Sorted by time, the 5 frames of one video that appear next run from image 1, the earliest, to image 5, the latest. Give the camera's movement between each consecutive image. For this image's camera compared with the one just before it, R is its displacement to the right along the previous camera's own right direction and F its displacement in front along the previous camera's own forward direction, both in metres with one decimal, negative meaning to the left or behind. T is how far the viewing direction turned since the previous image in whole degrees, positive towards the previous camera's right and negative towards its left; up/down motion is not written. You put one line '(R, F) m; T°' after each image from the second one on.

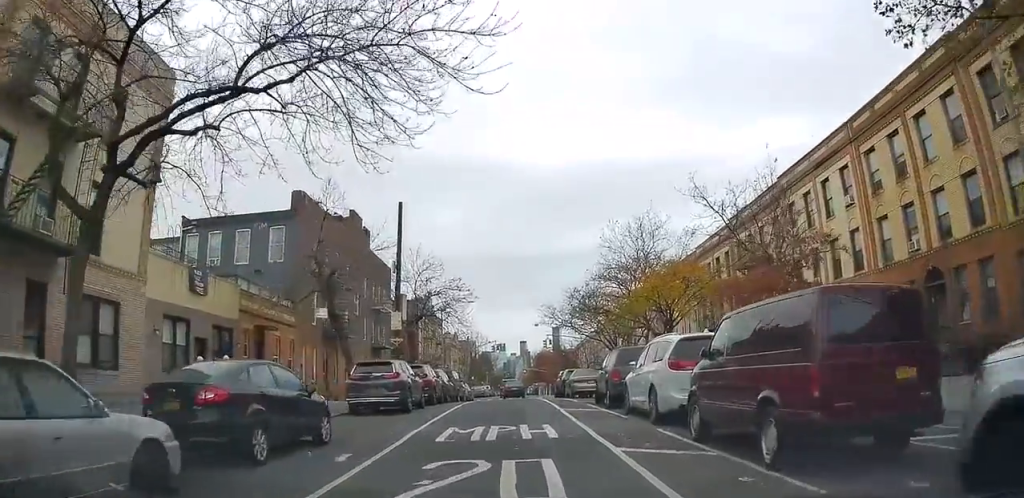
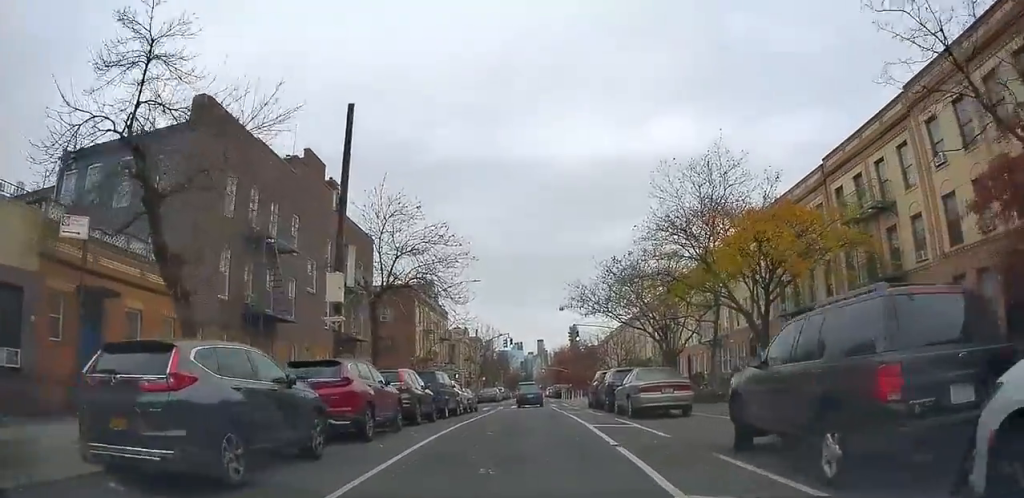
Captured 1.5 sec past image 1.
(-0.9, +11.8) m; -2°
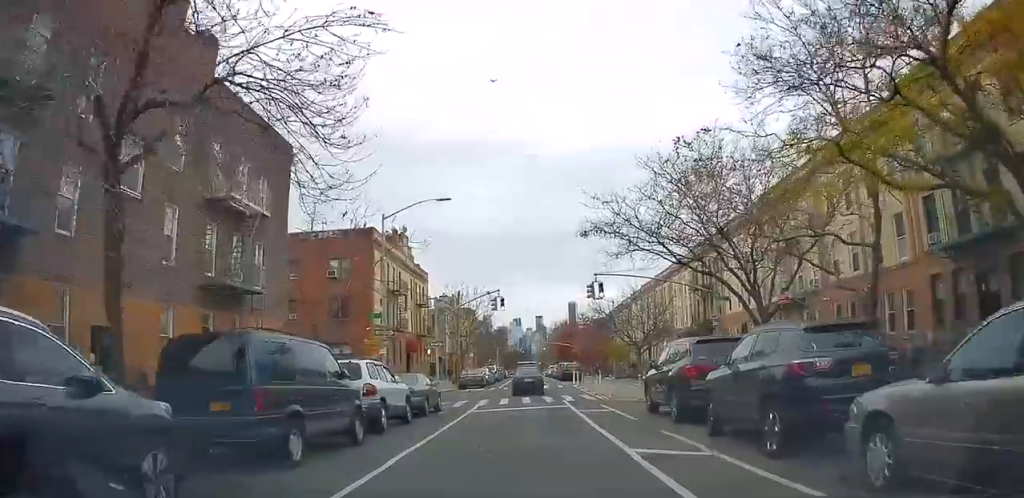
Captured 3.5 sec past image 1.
(-0.1, +15.1) m; -4°
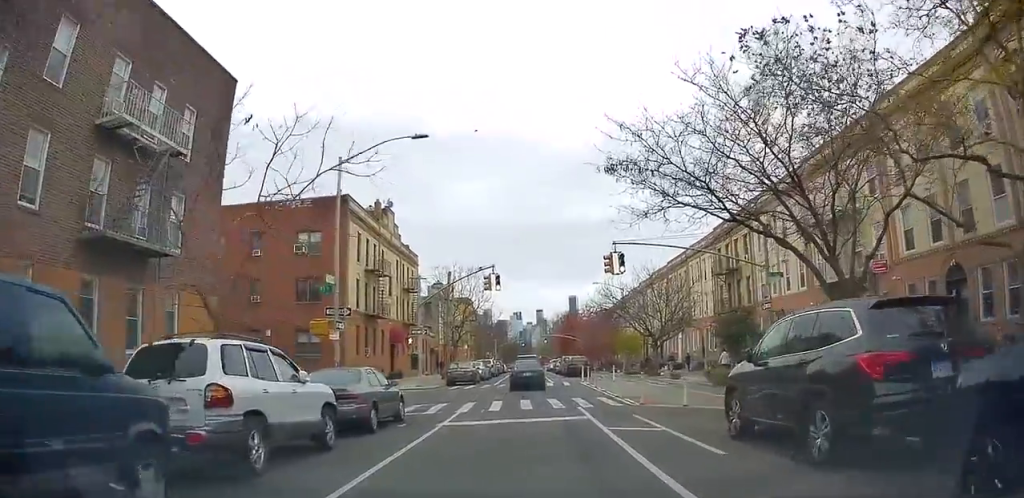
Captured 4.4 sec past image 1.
(+0.4, +6.6) m; +3°
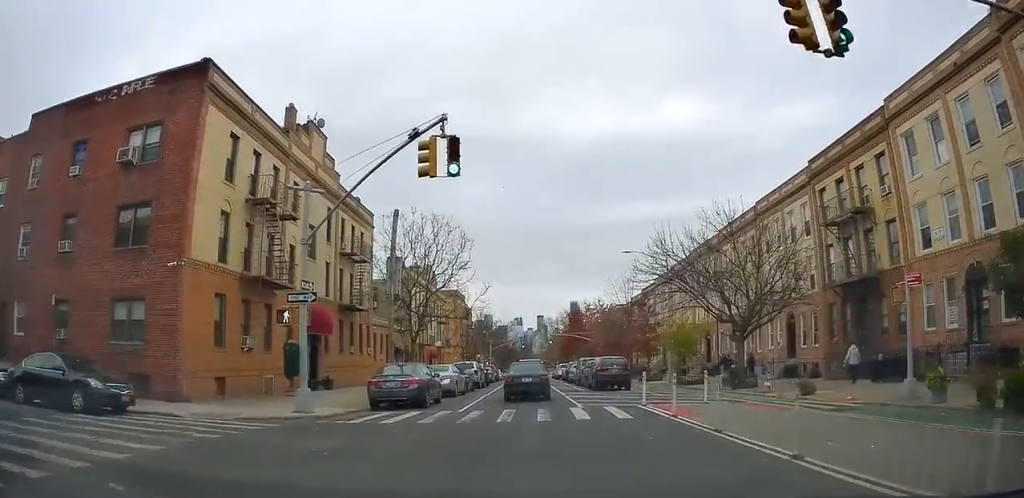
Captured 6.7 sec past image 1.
(-0.6, +17.3) m; +2°
